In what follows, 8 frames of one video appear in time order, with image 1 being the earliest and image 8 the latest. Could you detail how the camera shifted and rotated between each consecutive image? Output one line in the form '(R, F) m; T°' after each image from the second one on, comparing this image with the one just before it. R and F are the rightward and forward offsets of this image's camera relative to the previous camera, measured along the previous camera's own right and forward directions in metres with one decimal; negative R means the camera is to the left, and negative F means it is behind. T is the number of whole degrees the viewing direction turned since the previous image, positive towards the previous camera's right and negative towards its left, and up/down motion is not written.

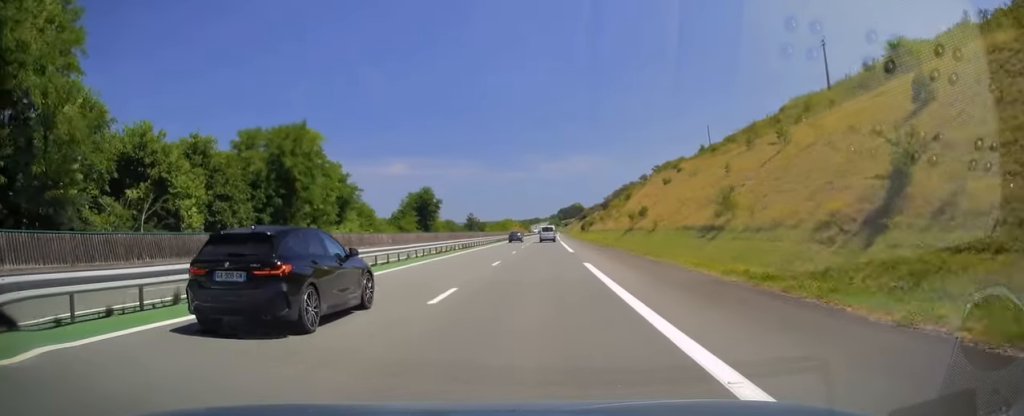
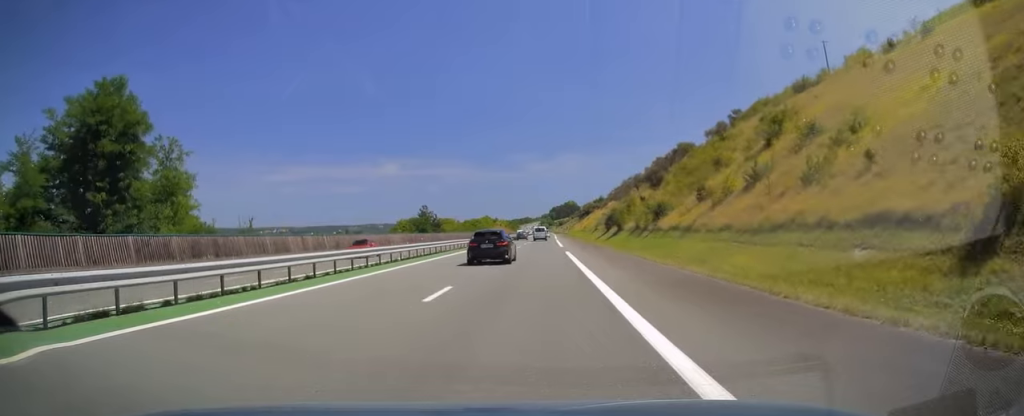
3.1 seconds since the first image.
(0.0, +90.4) m; 0°
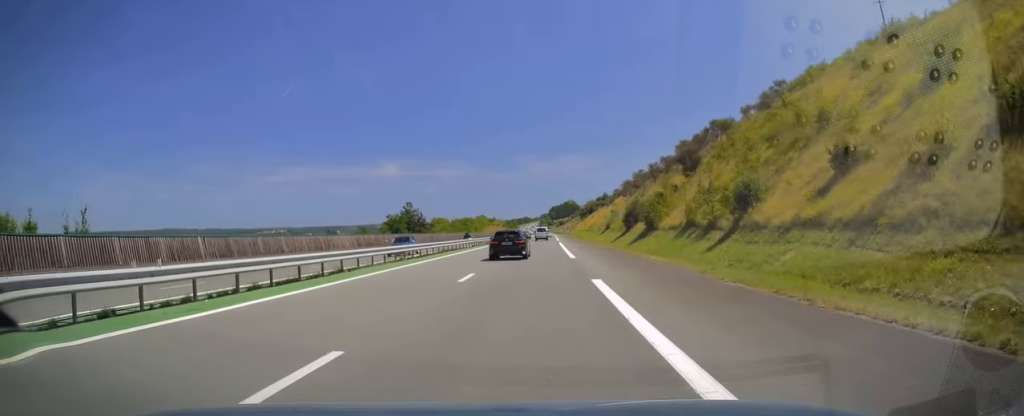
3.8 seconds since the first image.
(+0.1, +21.3) m; 0°
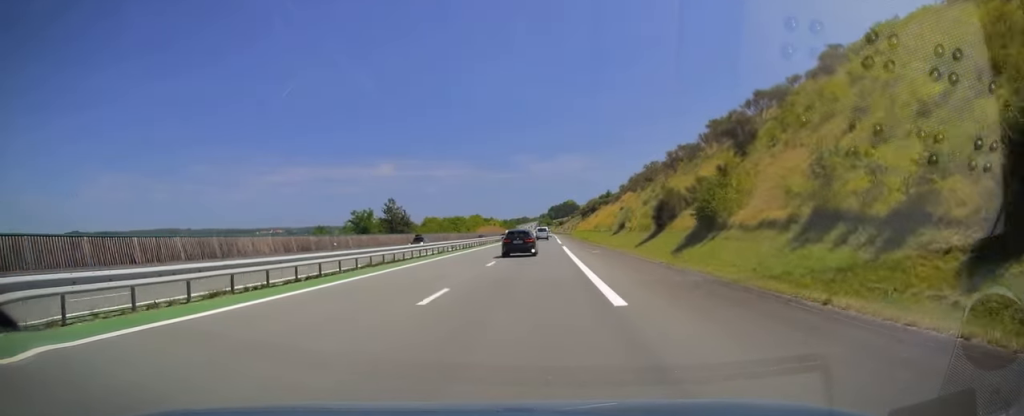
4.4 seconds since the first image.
(+0.1, +18.3) m; 0°
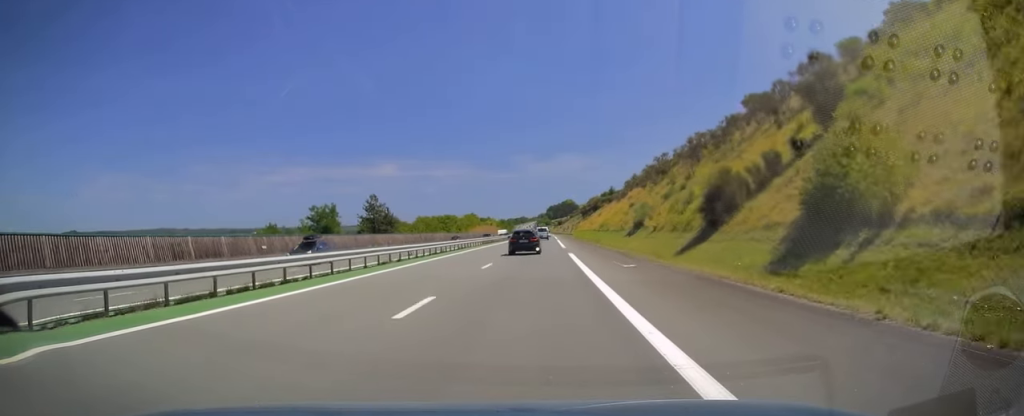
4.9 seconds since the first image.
(0.0, +14.8) m; 0°
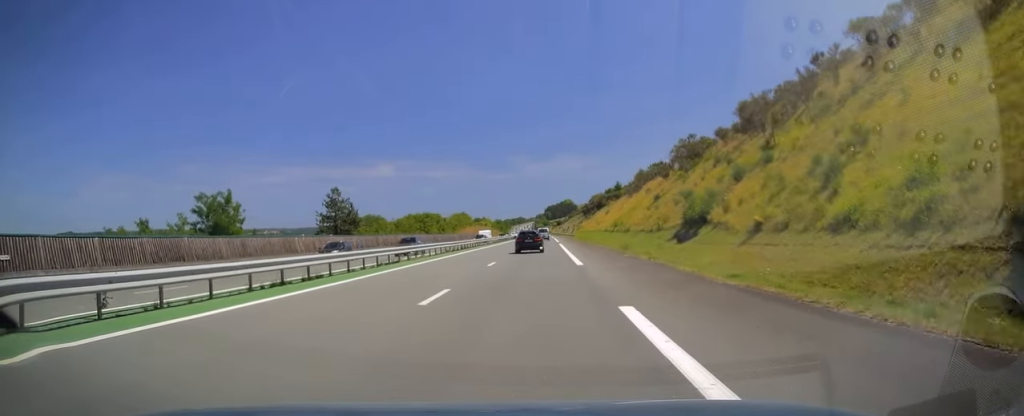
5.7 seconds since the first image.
(0.0, +24.2) m; 0°
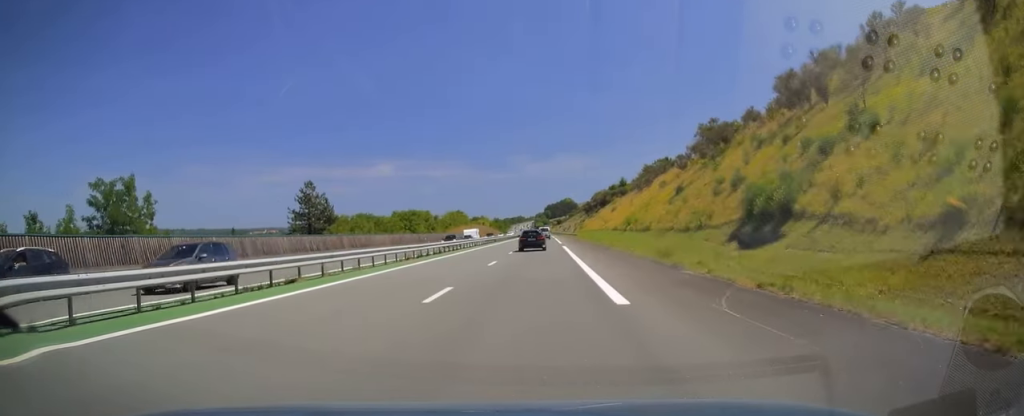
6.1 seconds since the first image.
(+0.1, +12.8) m; 0°
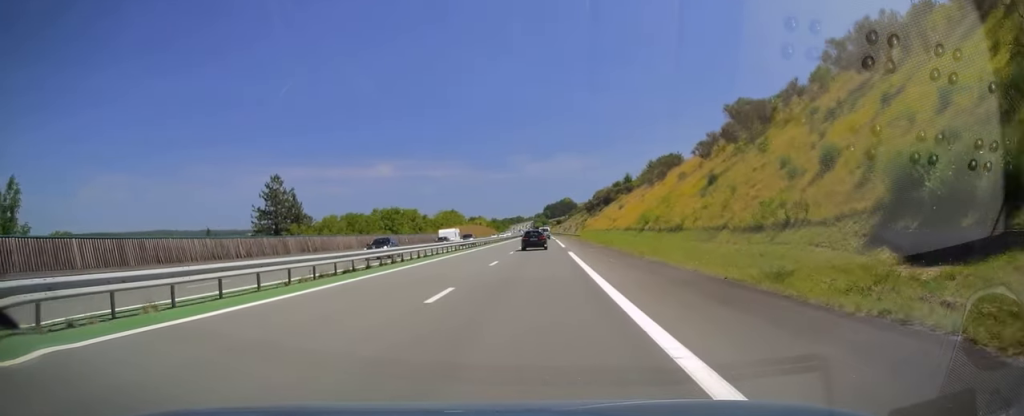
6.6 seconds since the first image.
(-0.1, +12.9) m; 0°
